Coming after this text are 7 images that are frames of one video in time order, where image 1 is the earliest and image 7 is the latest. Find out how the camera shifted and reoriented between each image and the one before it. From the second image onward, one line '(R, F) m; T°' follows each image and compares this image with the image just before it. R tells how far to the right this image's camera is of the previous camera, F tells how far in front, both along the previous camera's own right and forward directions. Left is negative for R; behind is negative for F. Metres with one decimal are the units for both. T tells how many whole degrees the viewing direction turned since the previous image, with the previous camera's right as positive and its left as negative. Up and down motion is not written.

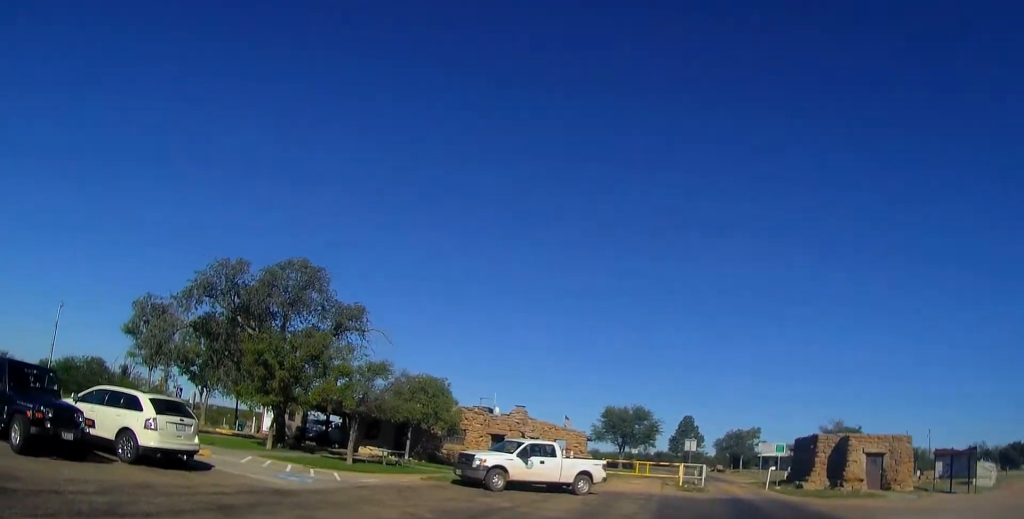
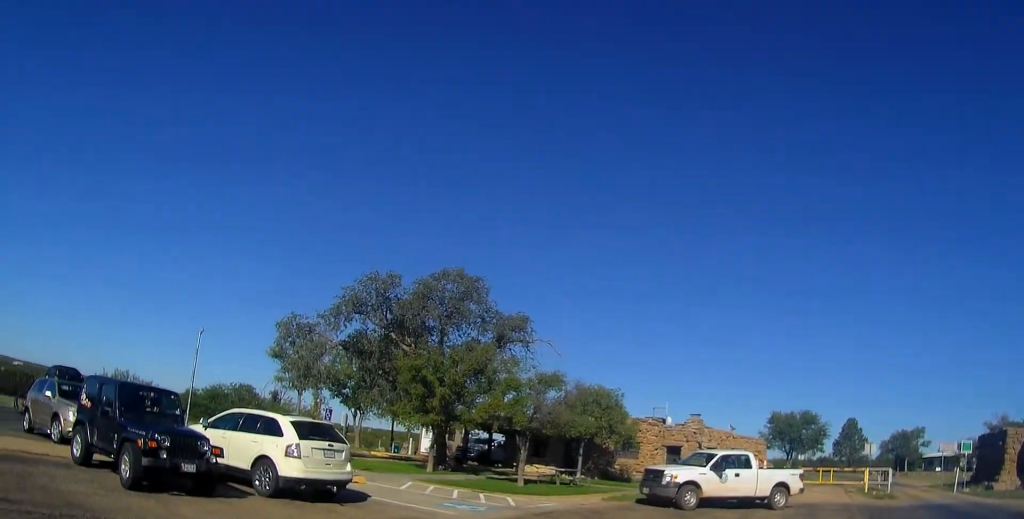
(-0.6, +2.3) m; -19°
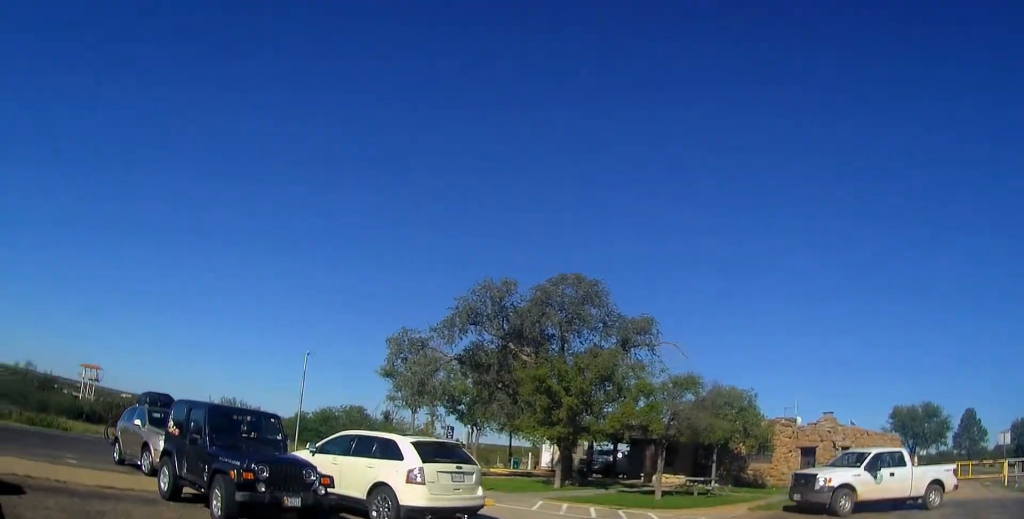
(-0.2, +1.7) m; -12°
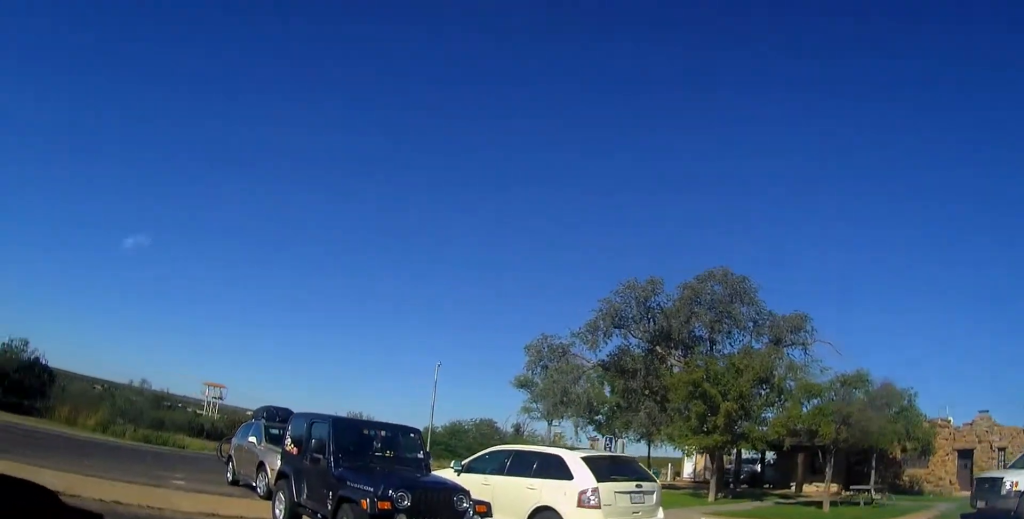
(-0.1, +1.7) m; -9°
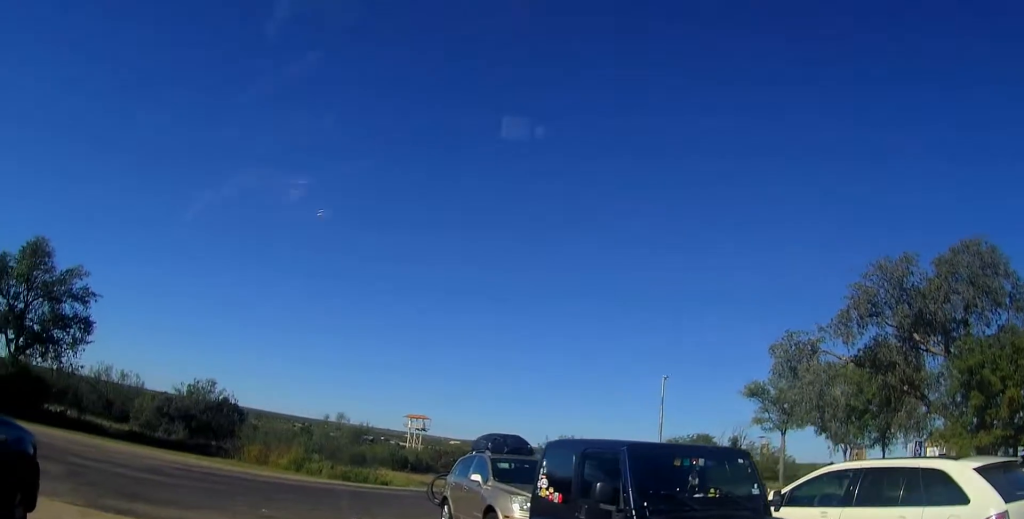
(-0.5, +3.3) m; -17°
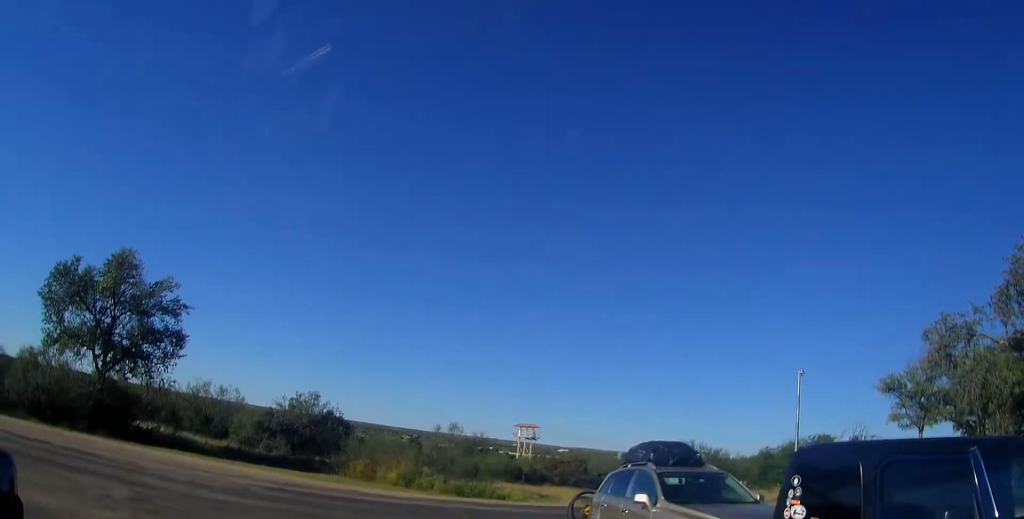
(-0.1, +2.6) m; -2°
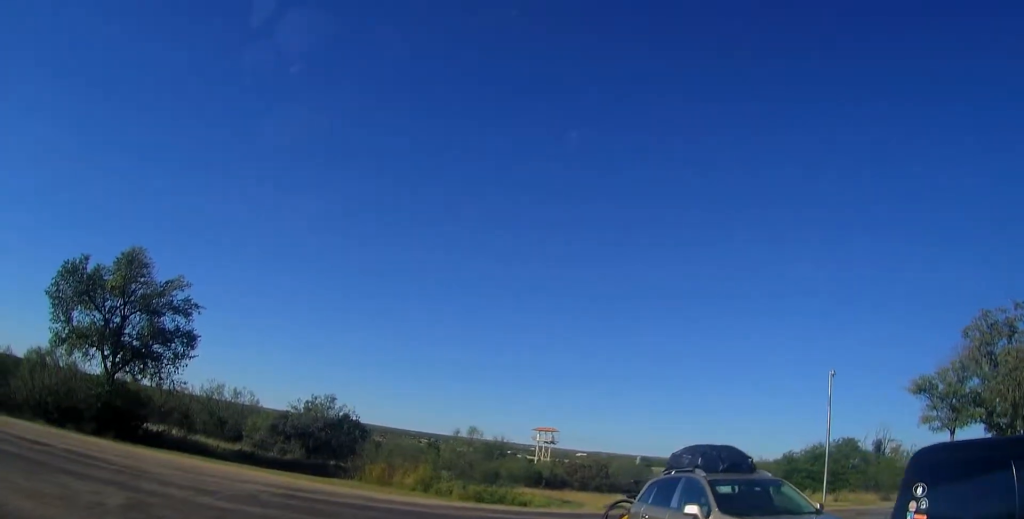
(-0.4, +0.7) m; 0°
